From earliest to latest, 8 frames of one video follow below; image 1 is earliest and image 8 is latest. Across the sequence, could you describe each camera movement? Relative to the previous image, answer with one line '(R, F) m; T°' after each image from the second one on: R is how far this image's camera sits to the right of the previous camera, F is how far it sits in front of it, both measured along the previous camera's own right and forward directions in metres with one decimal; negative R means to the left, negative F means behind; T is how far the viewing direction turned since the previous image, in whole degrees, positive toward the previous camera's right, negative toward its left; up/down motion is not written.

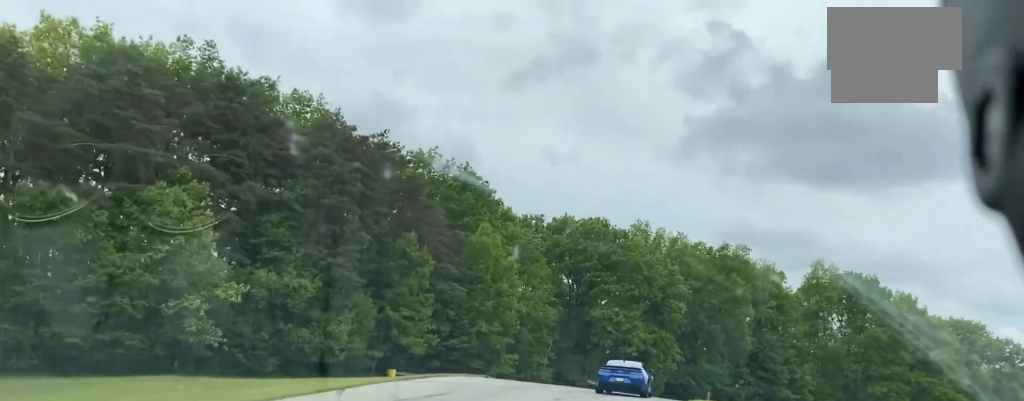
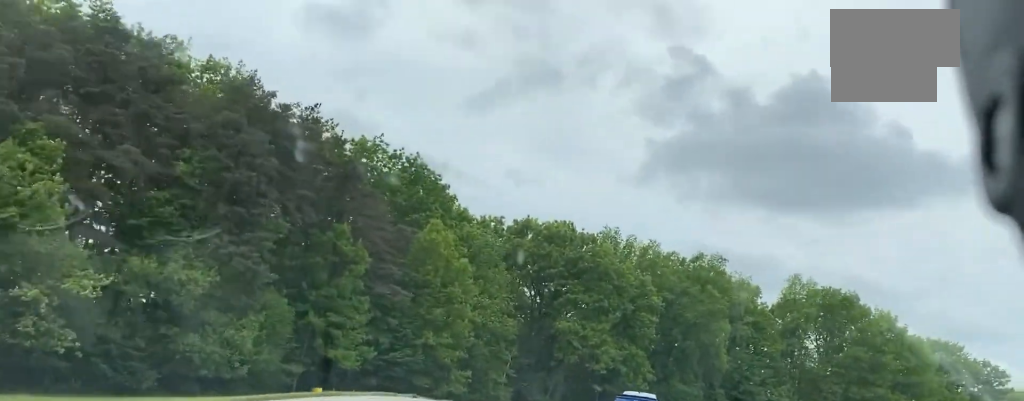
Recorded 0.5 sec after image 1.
(+0.4, +12.3) m; +4°
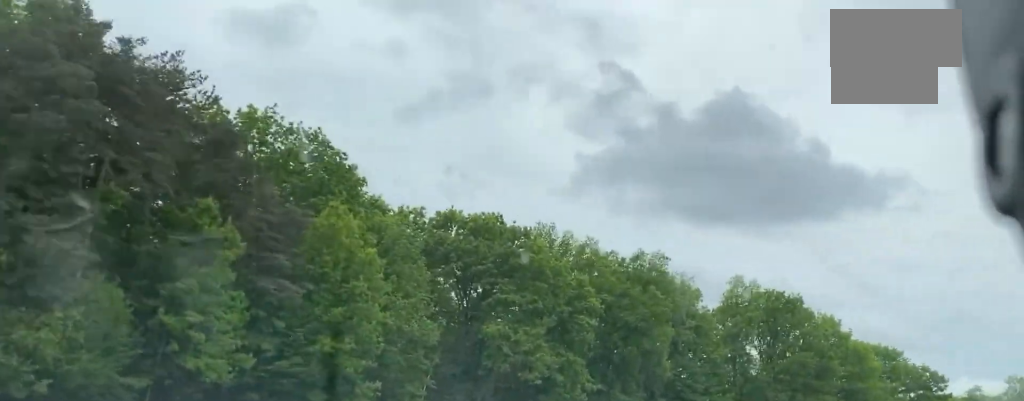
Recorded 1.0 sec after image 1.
(+0.7, +12.6) m; +6°
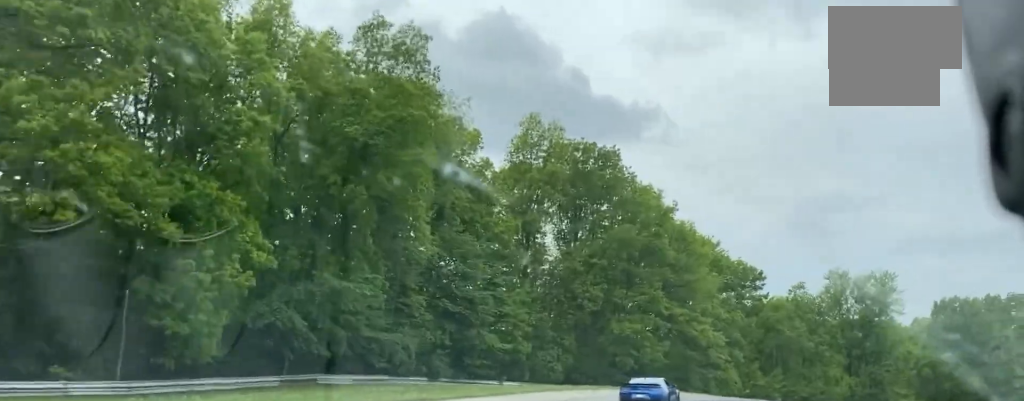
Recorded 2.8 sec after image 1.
(+8.1, +46.9) m; +20°
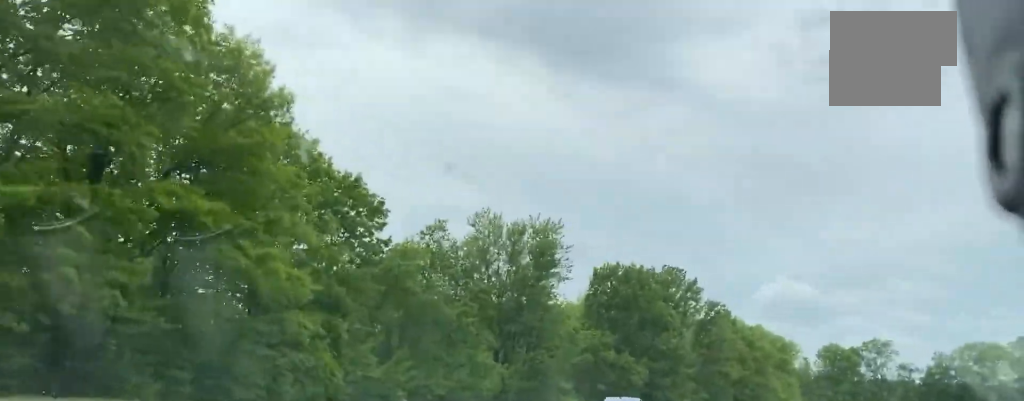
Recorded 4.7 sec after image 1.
(+13.0, +52.3) m; +29°
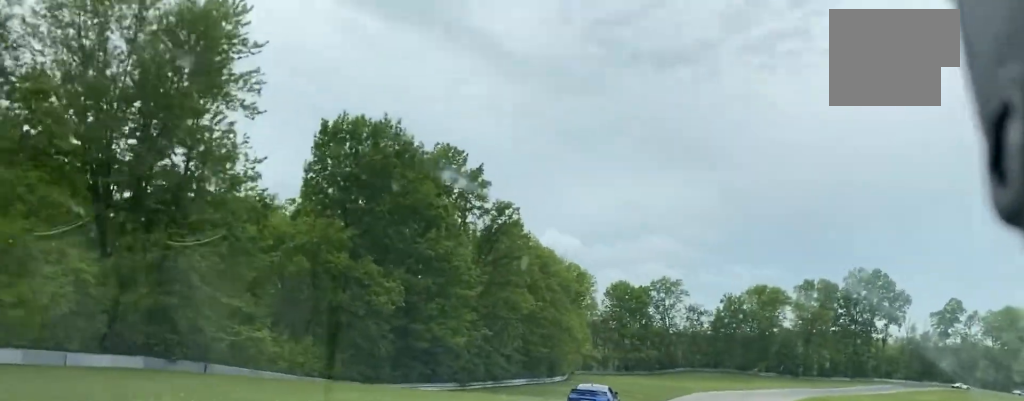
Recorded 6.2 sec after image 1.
(+7.9, +42.1) m; +15°
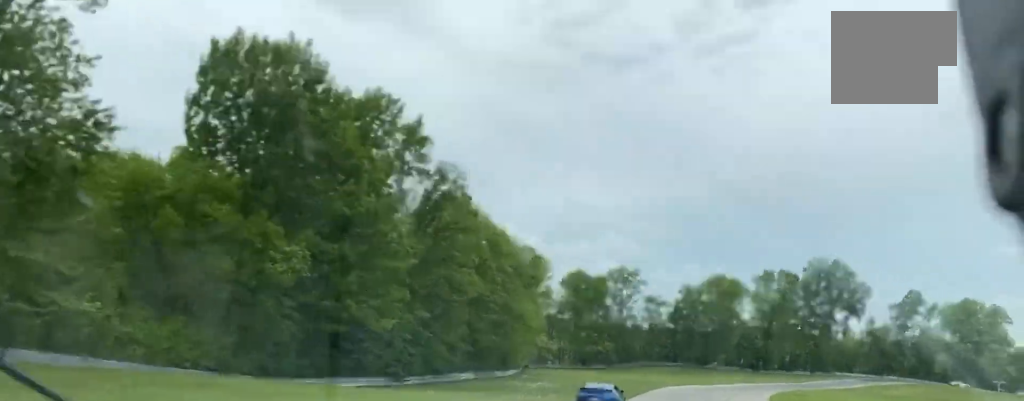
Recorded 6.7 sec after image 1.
(-0.1, +14.1) m; +2°
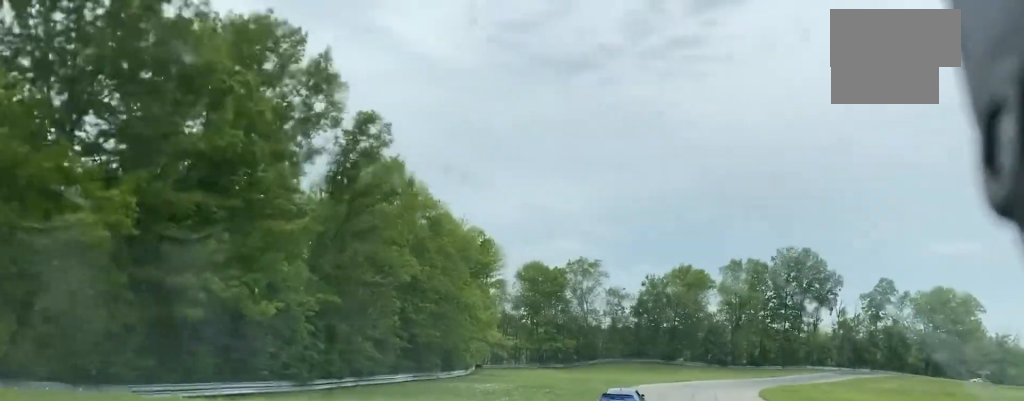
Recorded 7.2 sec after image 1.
(-0.7, +14.6) m; +2°
